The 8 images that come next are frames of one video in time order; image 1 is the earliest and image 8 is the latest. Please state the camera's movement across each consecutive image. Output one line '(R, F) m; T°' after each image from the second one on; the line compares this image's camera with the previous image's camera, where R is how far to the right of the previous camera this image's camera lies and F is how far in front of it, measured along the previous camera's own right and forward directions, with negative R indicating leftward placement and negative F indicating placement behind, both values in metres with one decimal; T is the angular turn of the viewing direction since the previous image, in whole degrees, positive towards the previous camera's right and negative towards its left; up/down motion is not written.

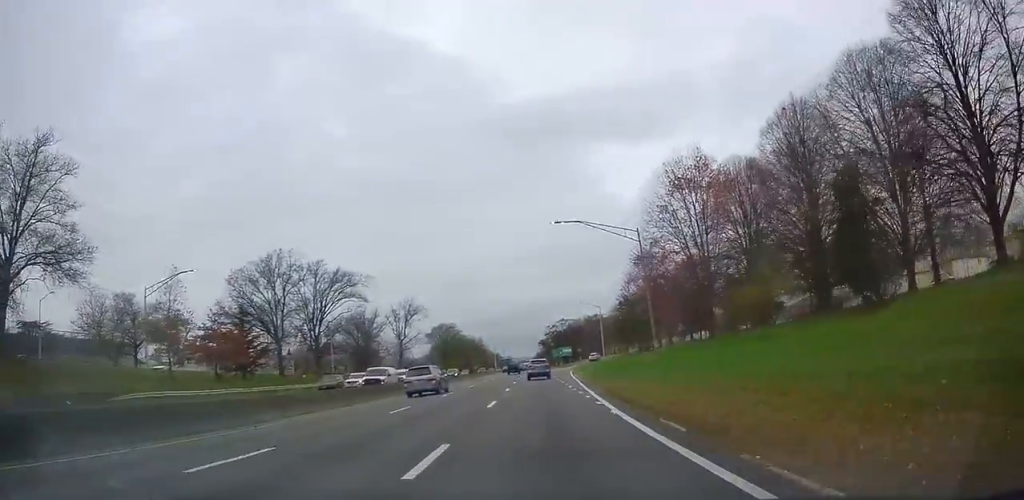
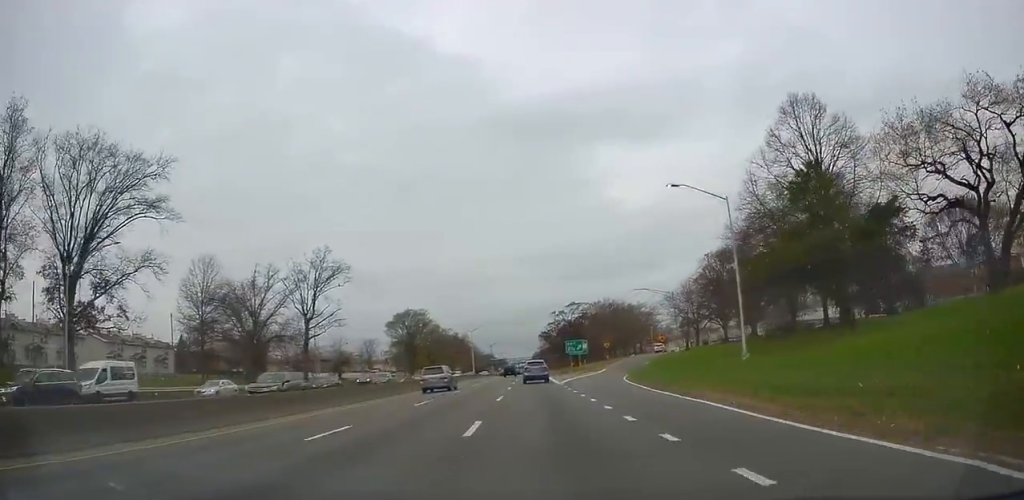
(-0.4, +56.3) m; 0°
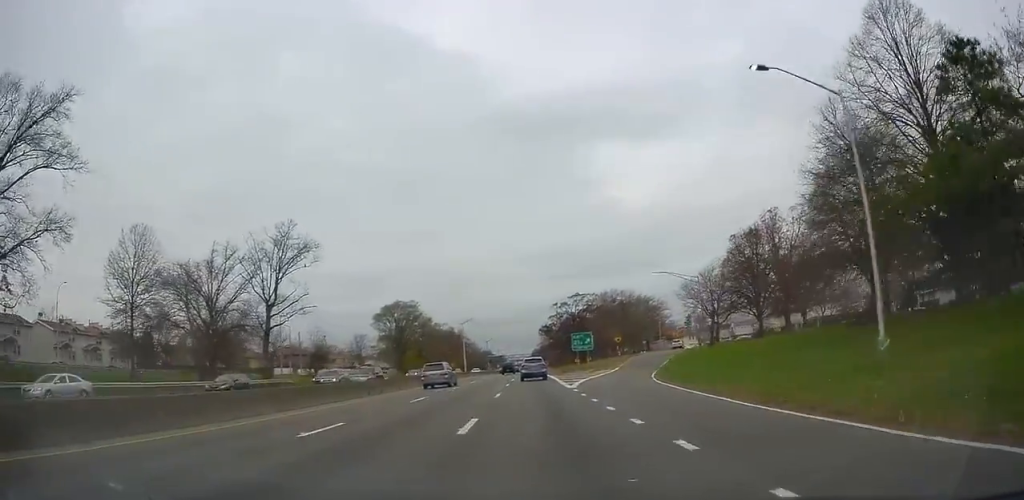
(0.0, +12.3) m; 0°
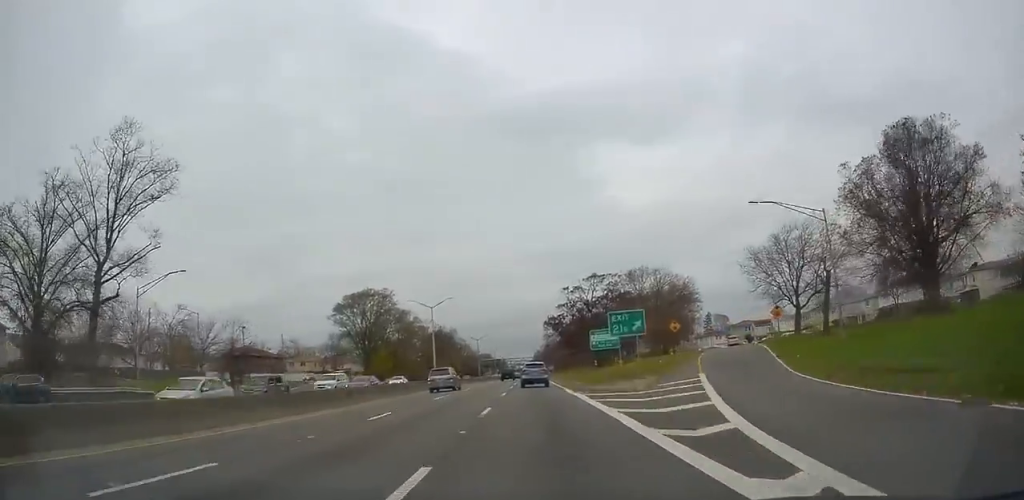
(+0.4, +30.7) m; 0°
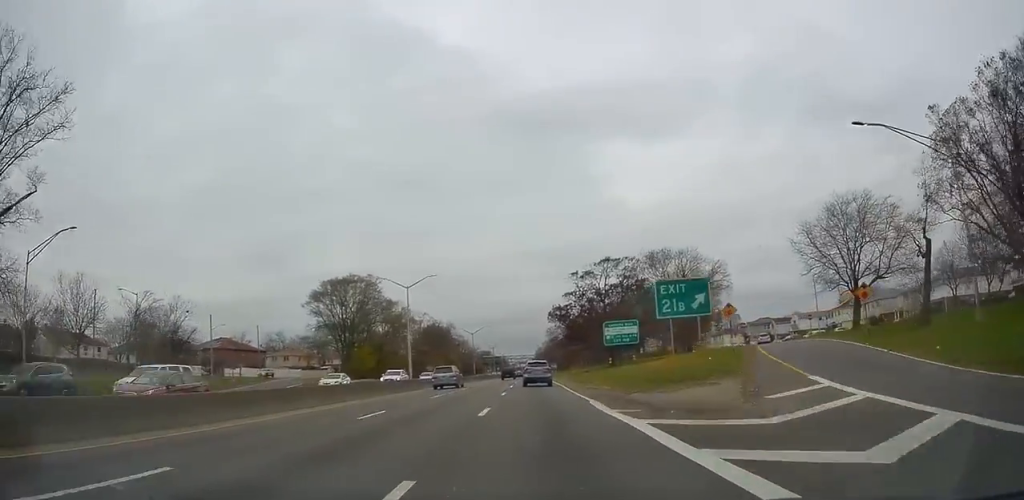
(+0.1, +13.5) m; 0°
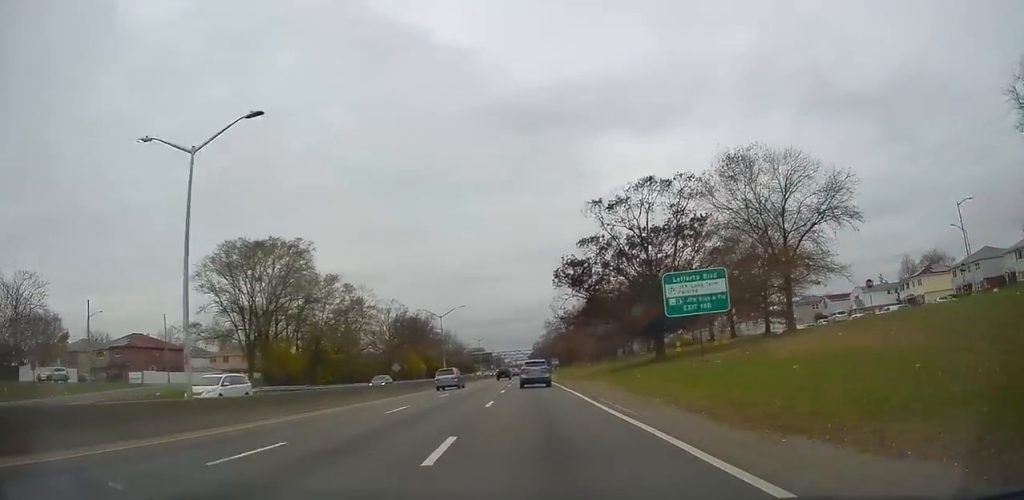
(-0.4, +32.5) m; 0°
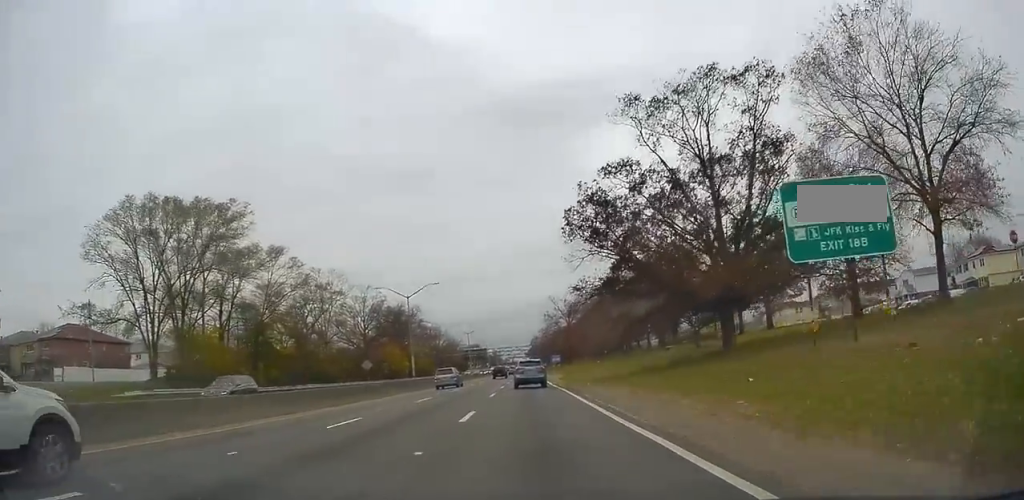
(+0.4, +18.2) m; 0°
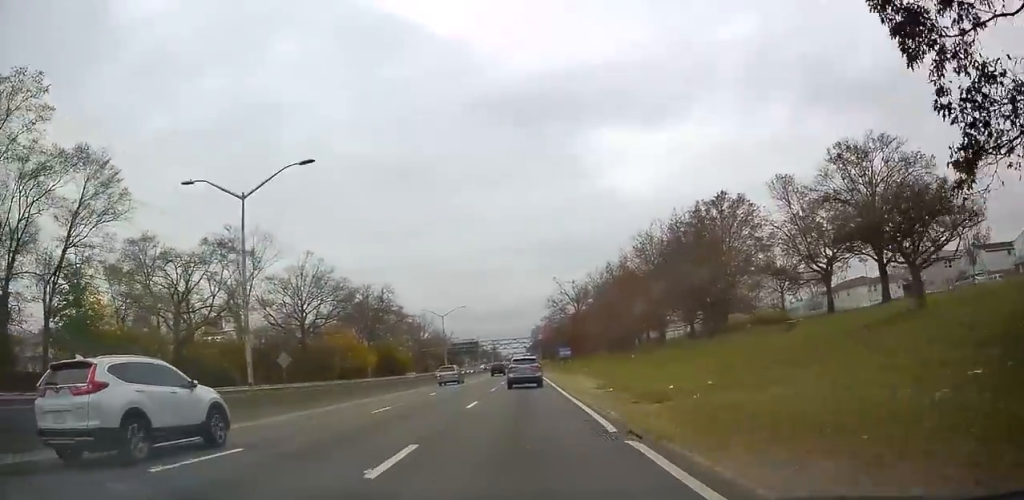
(-0.4, +31.8) m; 0°
